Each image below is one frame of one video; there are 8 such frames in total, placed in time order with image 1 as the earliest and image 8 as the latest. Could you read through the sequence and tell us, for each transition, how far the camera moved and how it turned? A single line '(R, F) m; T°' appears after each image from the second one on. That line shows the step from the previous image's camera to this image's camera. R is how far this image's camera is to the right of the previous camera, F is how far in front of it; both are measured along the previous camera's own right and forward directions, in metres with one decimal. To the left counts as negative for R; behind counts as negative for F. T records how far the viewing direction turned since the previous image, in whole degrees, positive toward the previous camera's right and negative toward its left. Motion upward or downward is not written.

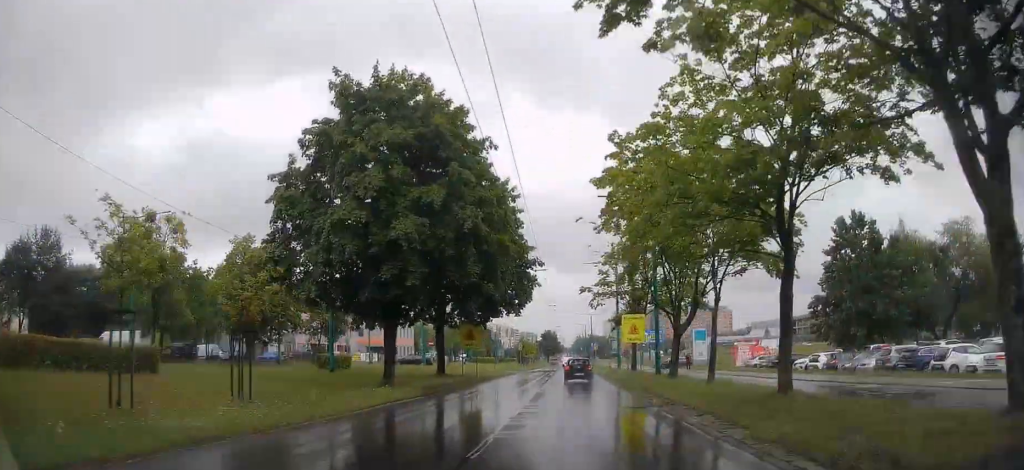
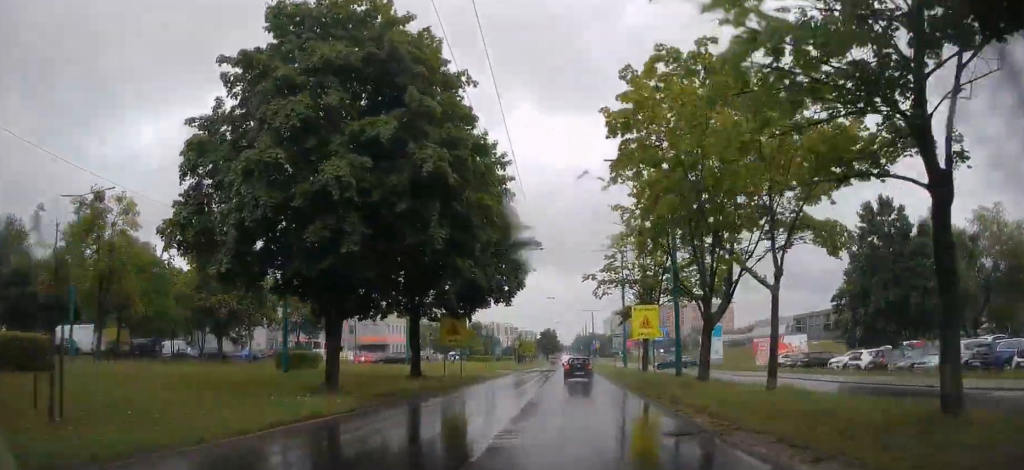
(-0.2, +6.3) m; 0°
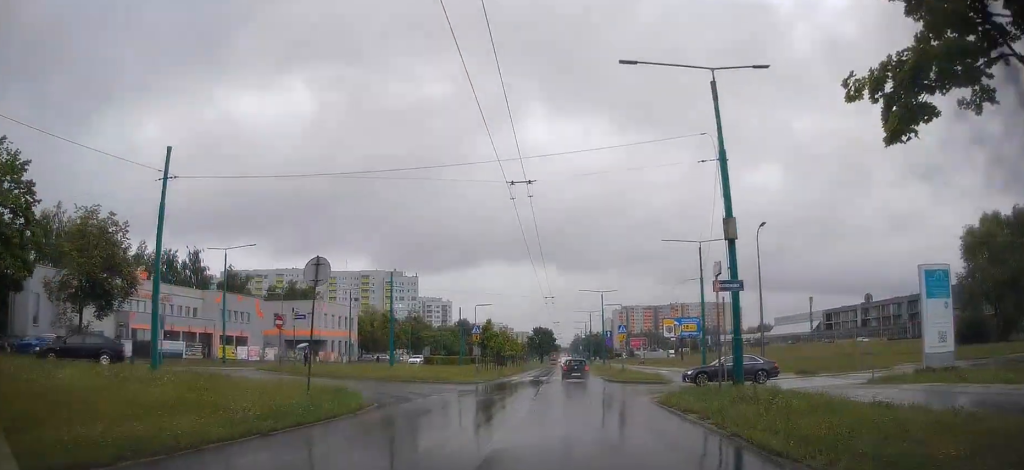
(+0.5, +35.9) m; 0°
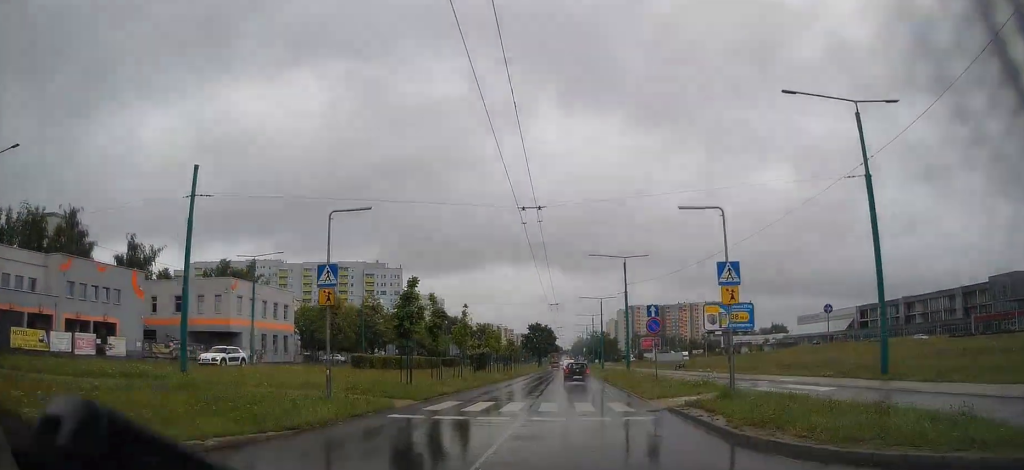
(+0.5, +28.9) m; +1°
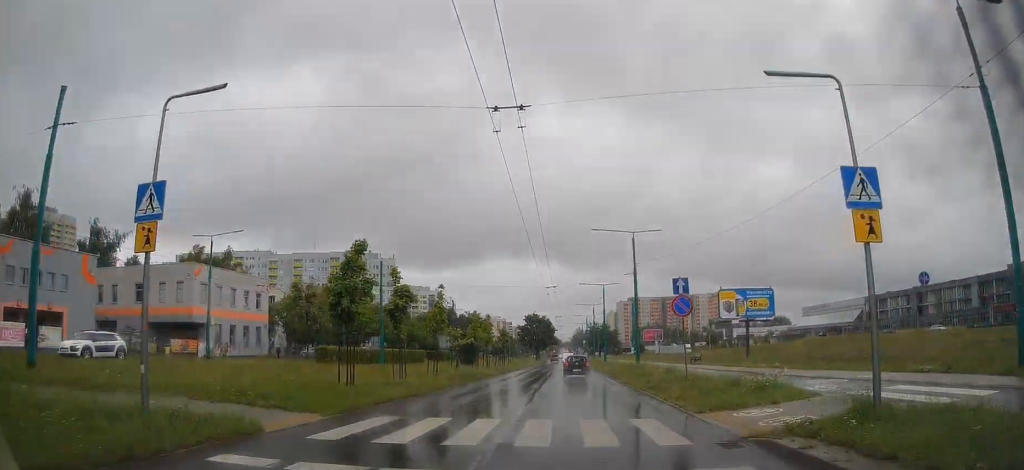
(-0.2, +7.8) m; -1°
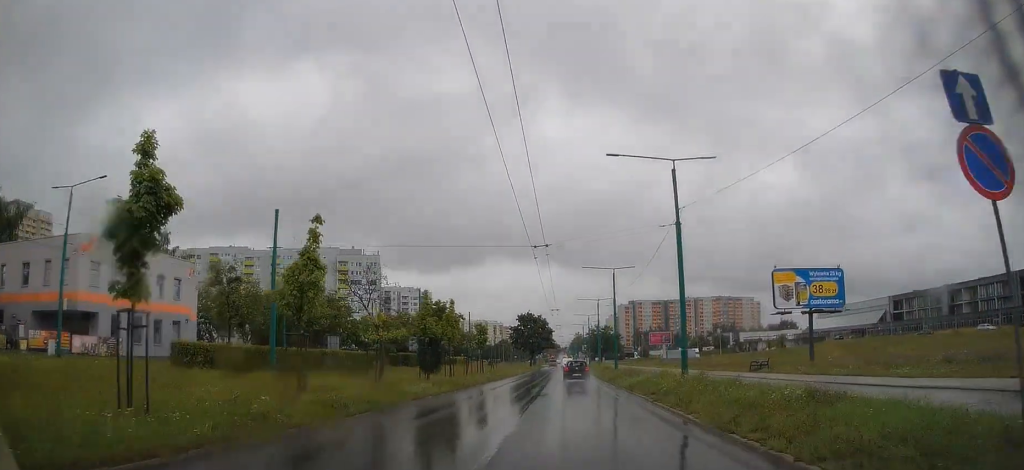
(-0.1, +17.9) m; +1°
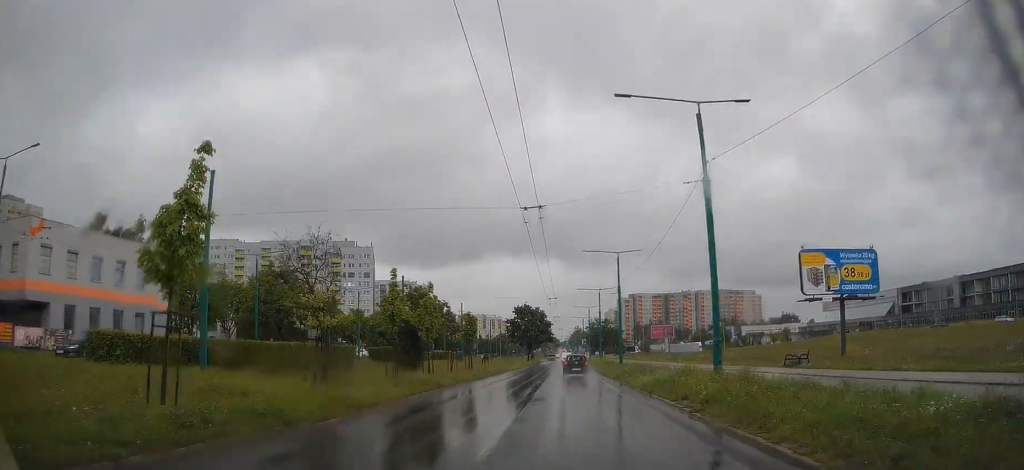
(+0.1, +6.0) m; 0°
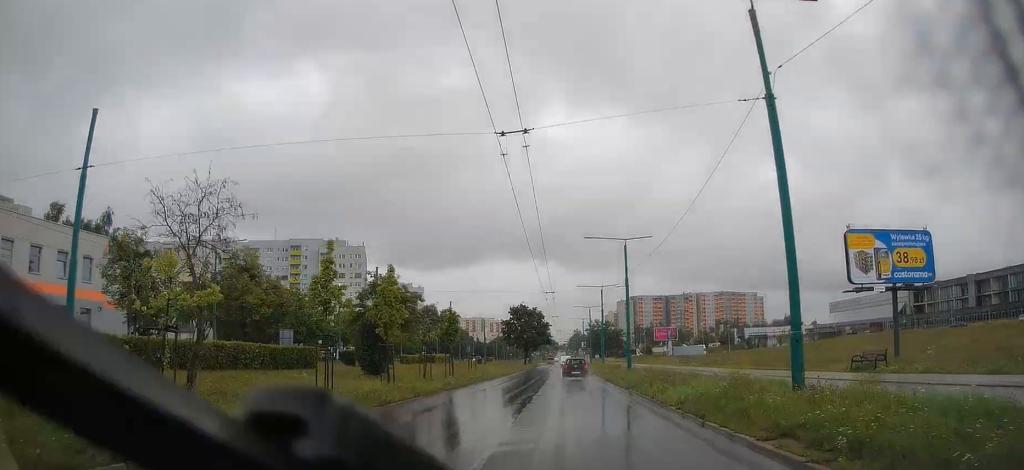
(+0.1, +7.1) m; 0°
